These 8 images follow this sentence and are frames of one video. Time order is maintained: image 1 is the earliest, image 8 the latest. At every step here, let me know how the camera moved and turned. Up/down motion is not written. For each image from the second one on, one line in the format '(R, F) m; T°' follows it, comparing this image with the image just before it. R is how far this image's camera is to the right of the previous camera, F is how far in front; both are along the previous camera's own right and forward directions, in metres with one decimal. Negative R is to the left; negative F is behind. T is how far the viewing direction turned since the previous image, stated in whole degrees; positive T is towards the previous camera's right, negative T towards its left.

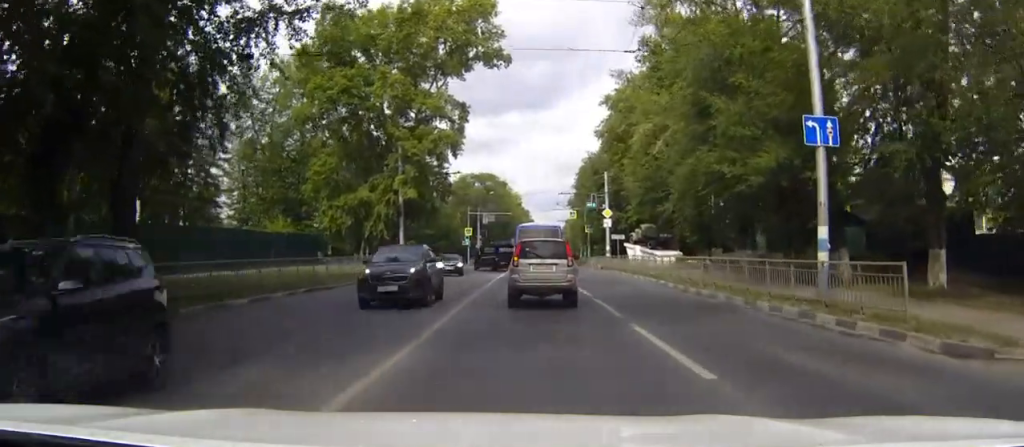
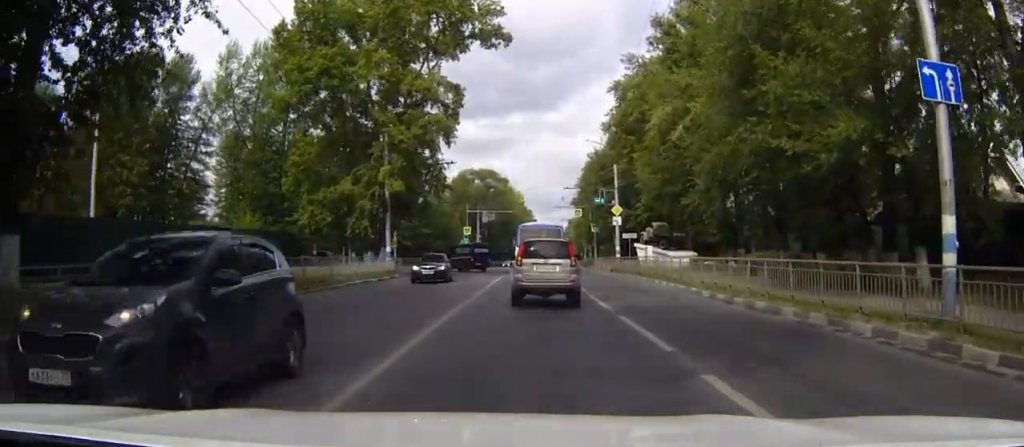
(+0.1, +5.6) m; -2°
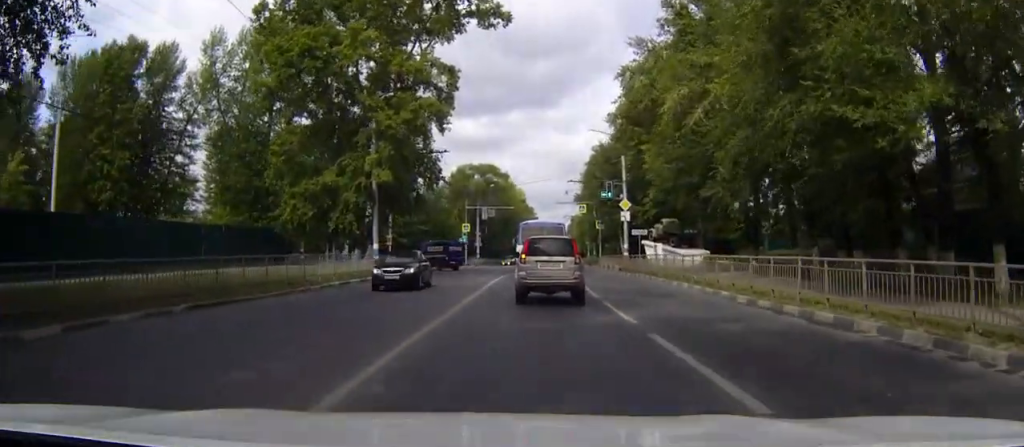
(-0.3, +4.3) m; -2°
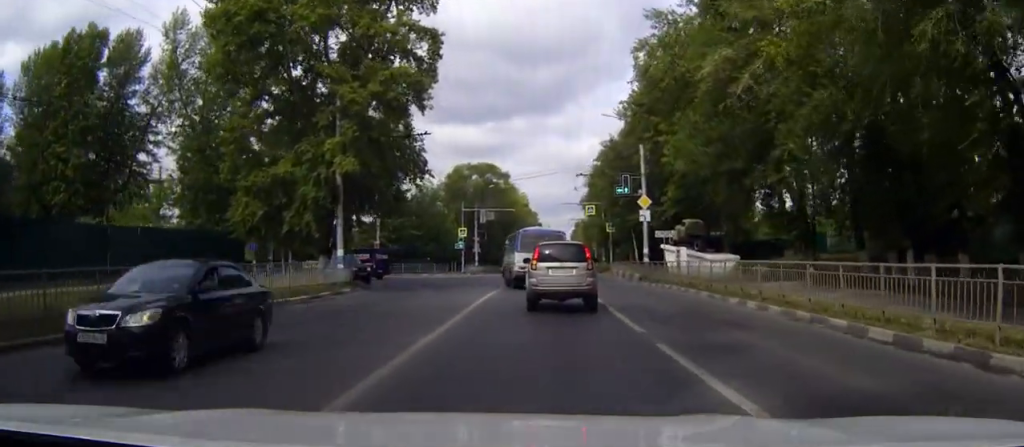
(-0.3, +8.6) m; -1°
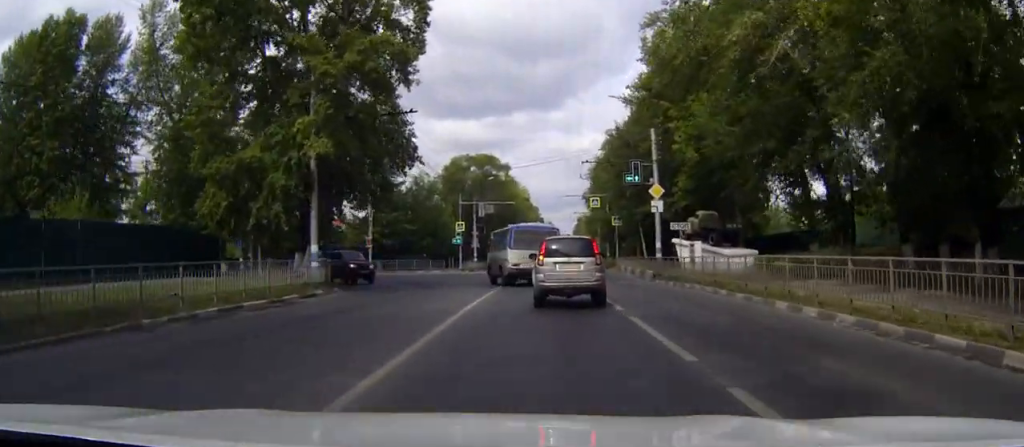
(-0.1, +4.3) m; +1°
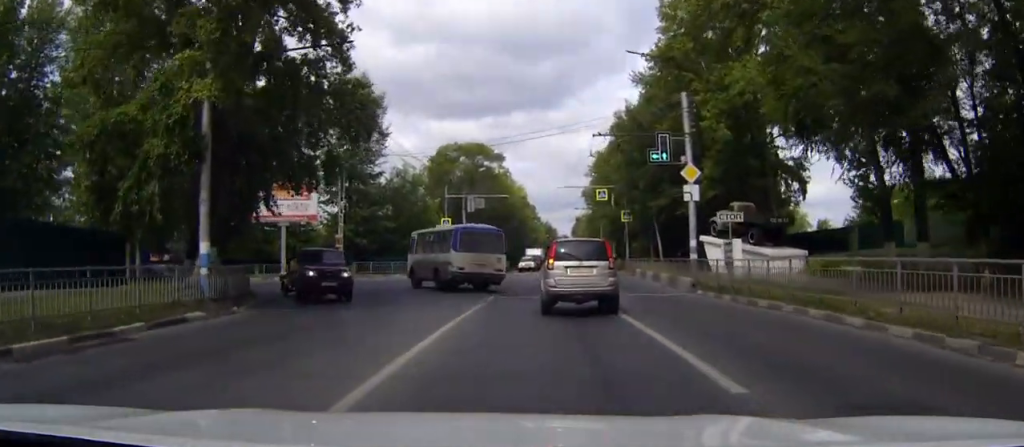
(+0.4, +10.4) m; +2°
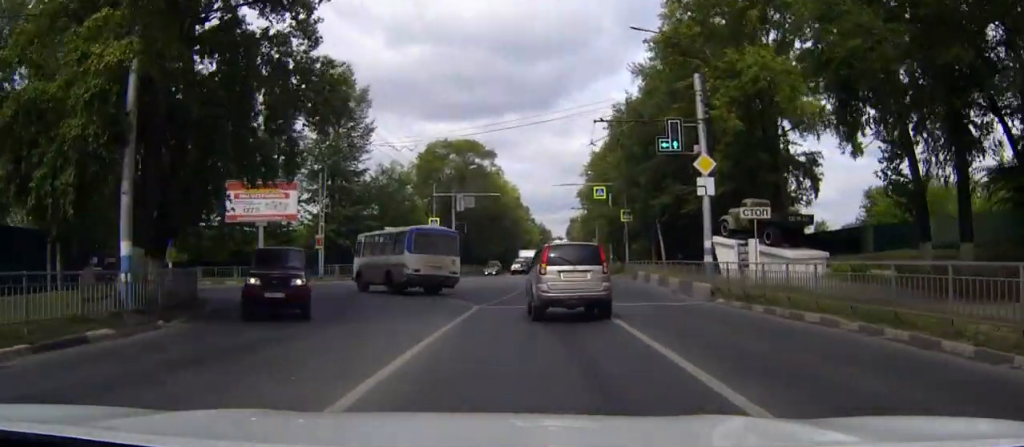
(0.0, +4.1) m; 0°
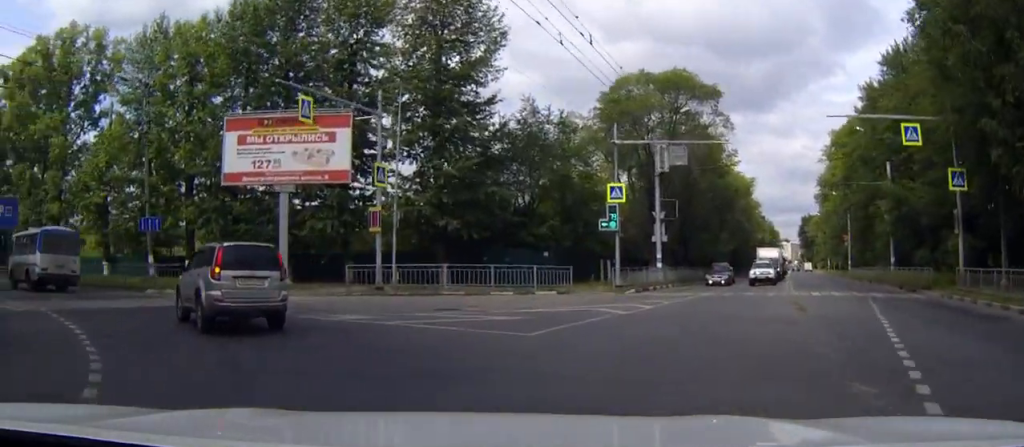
(-1.8, +30.1) m; -22°
